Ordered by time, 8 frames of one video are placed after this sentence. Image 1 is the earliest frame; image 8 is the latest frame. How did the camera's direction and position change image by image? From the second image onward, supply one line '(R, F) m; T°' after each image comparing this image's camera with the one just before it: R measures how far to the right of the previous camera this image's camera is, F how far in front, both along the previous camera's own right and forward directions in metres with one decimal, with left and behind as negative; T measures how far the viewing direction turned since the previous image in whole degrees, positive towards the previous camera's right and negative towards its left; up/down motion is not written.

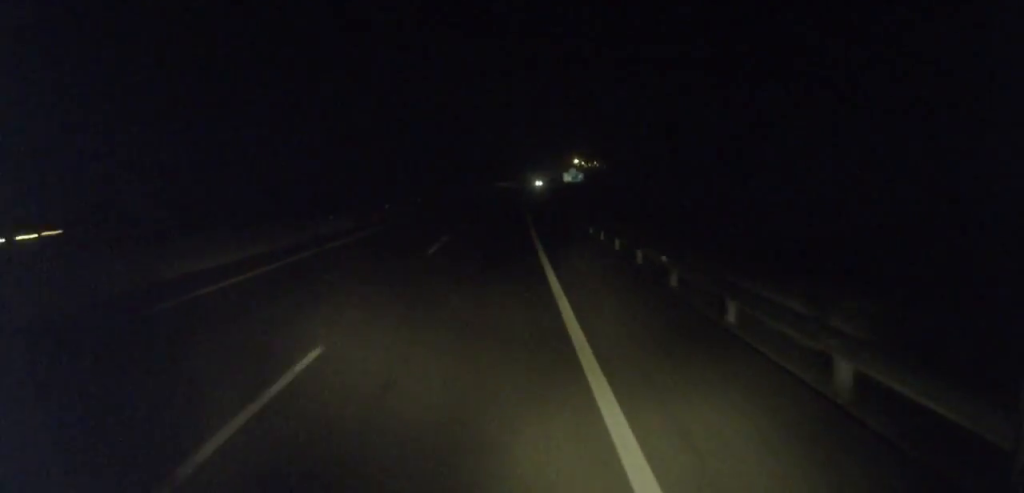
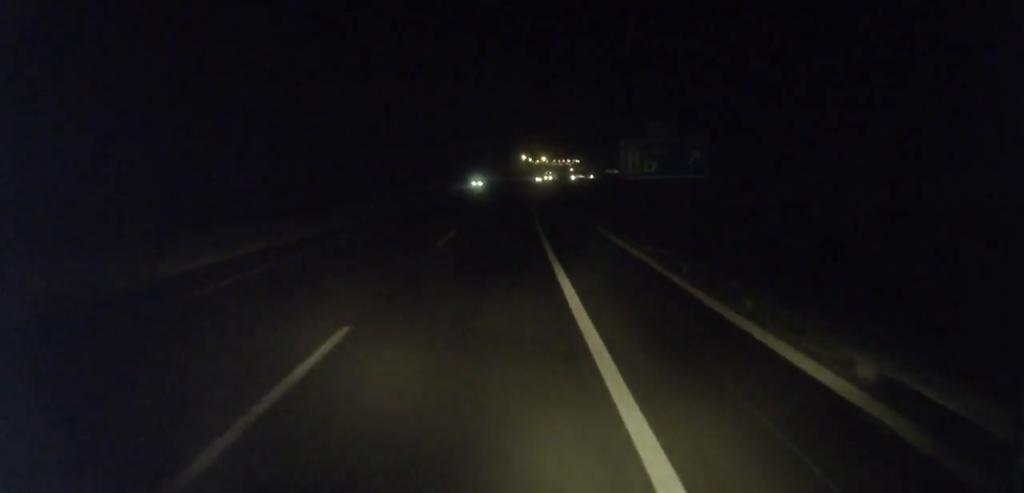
(+4.9, +100.3) m; +5°
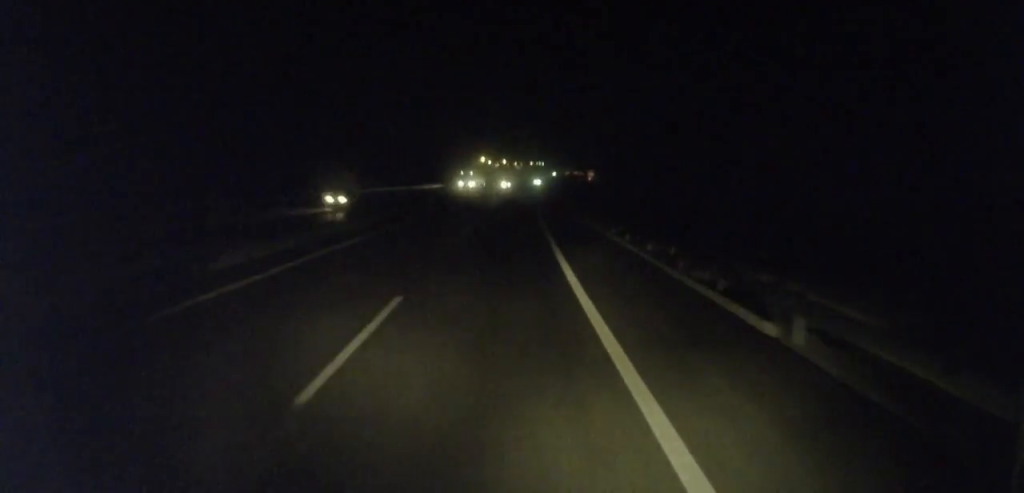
(+2.3, +80.7) m; +4°
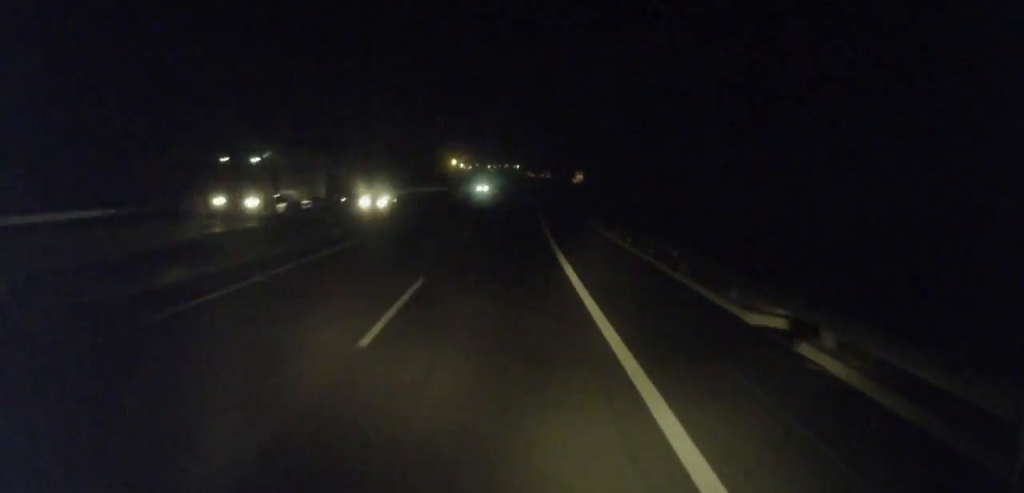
(-0.1, +47.3) m; +2°
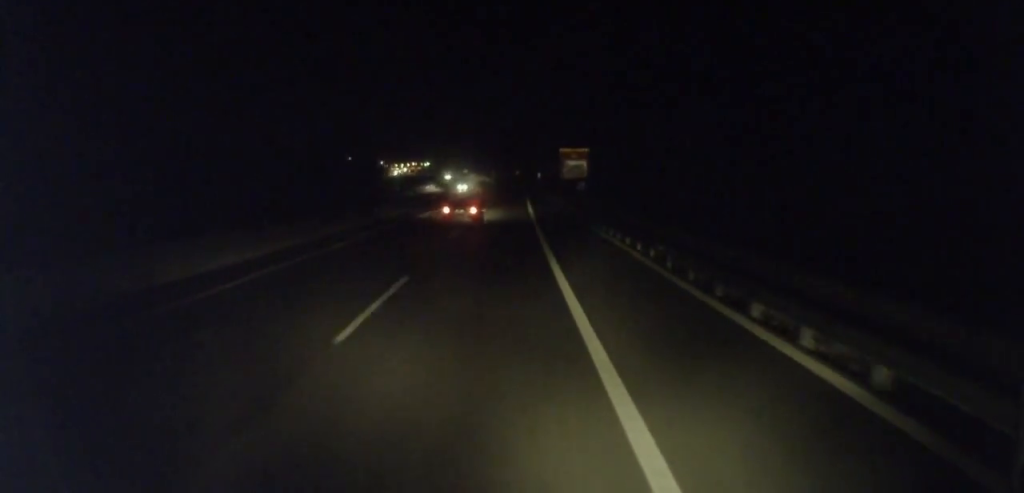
(+14.8, +160.8) m; +8°
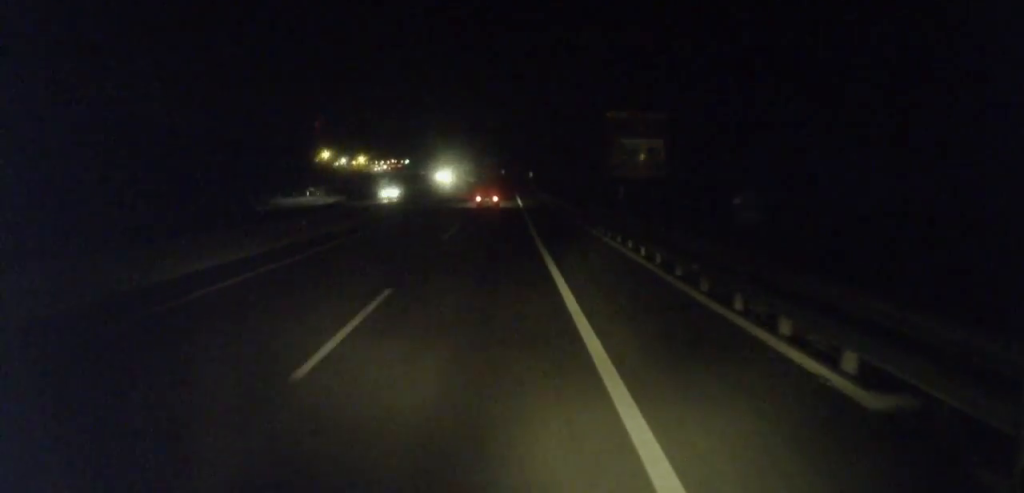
(+0.3, +33.9) m; +1°
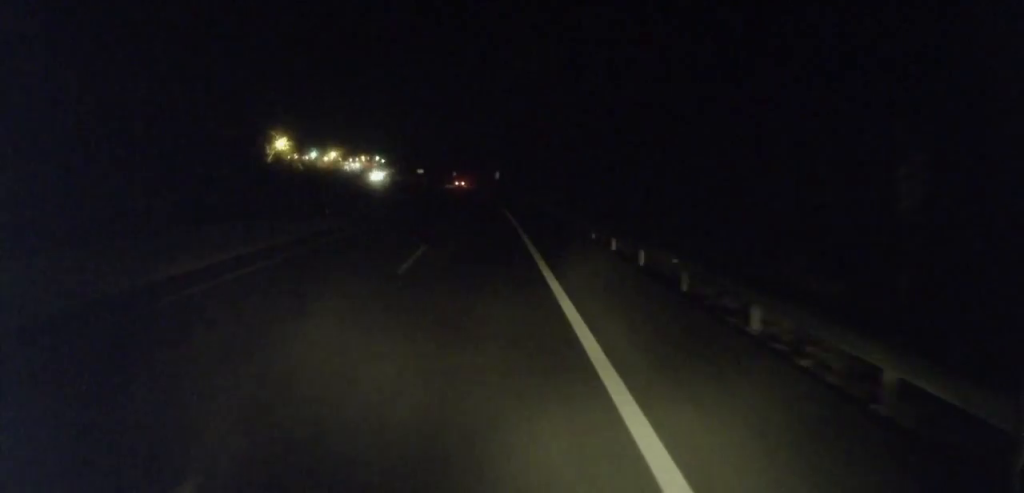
(+0.7, +127.5) m; -1°
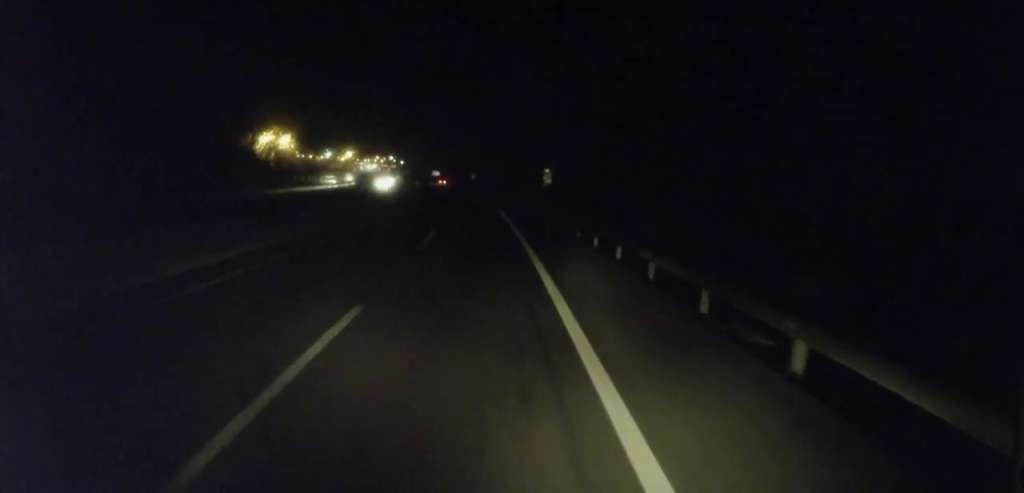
(-1.5, +62.2) m; -3°
